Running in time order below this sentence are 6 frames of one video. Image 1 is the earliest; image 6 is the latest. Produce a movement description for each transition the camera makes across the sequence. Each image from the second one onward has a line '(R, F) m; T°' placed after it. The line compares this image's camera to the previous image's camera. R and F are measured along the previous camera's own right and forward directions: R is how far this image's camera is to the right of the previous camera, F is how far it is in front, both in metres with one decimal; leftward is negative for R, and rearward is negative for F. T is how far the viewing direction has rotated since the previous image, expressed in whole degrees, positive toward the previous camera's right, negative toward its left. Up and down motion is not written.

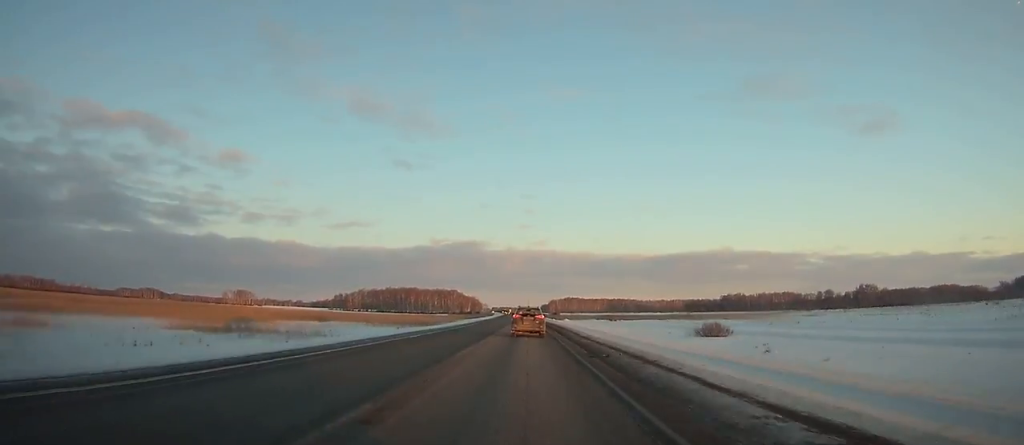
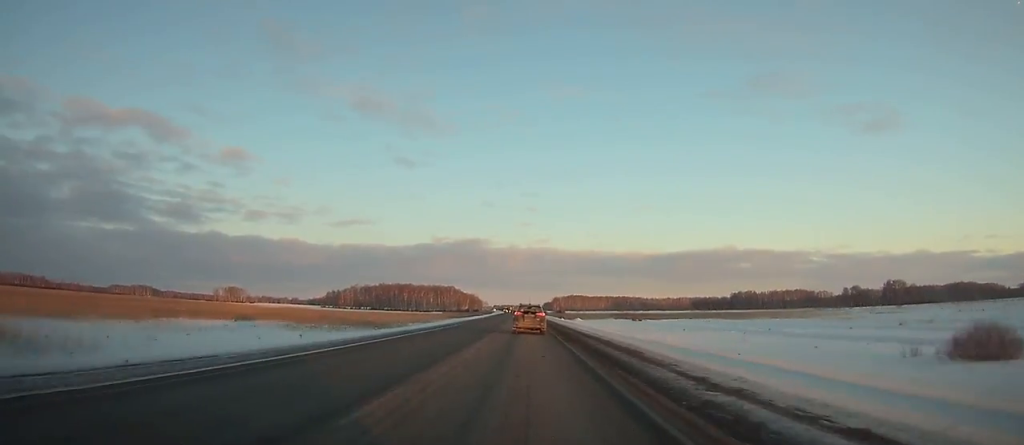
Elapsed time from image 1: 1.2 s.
(-0.1, +34.2) m; 0°
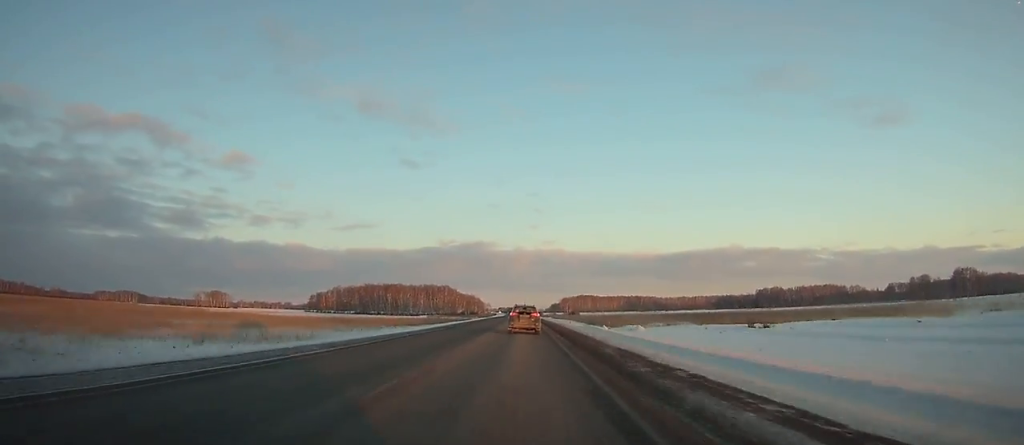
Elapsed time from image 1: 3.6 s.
(-0.1, +68.6) m; -1°
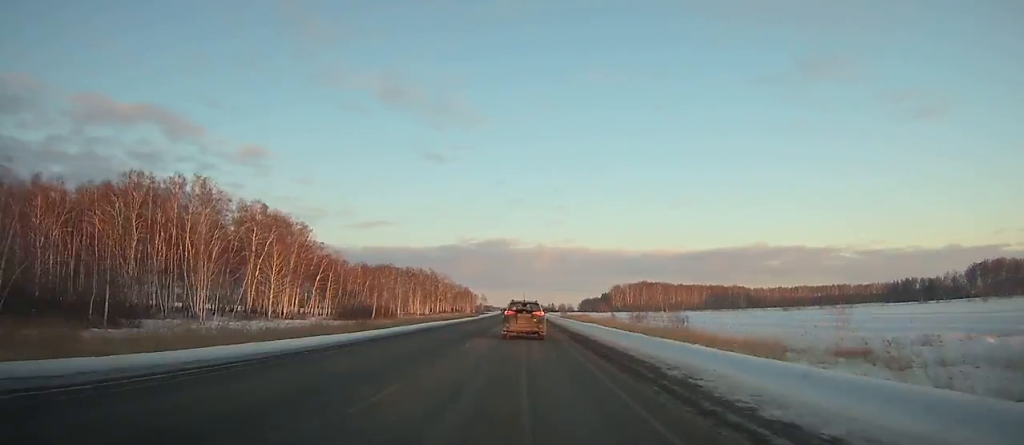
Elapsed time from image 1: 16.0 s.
(-6.1, +353.4) m; -2°
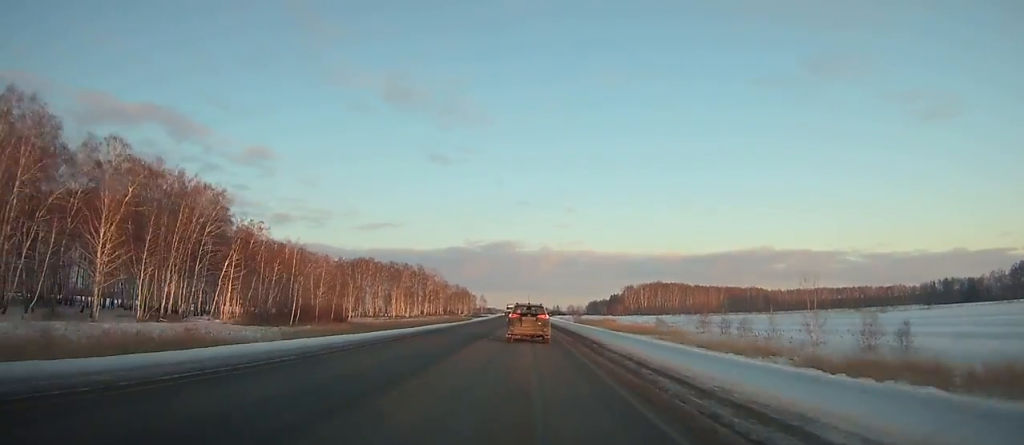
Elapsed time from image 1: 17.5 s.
(-0.1, +41.8) m; 0°
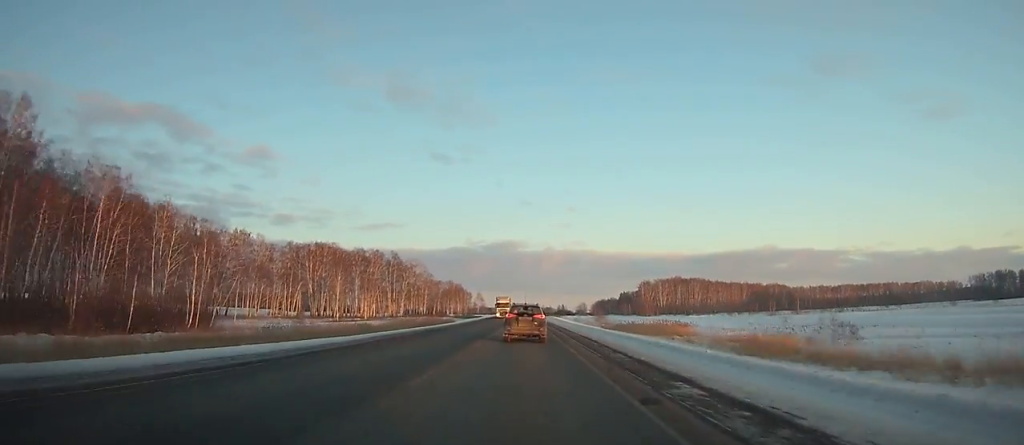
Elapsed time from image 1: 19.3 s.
(-0.1, +49.8) m; 0°
